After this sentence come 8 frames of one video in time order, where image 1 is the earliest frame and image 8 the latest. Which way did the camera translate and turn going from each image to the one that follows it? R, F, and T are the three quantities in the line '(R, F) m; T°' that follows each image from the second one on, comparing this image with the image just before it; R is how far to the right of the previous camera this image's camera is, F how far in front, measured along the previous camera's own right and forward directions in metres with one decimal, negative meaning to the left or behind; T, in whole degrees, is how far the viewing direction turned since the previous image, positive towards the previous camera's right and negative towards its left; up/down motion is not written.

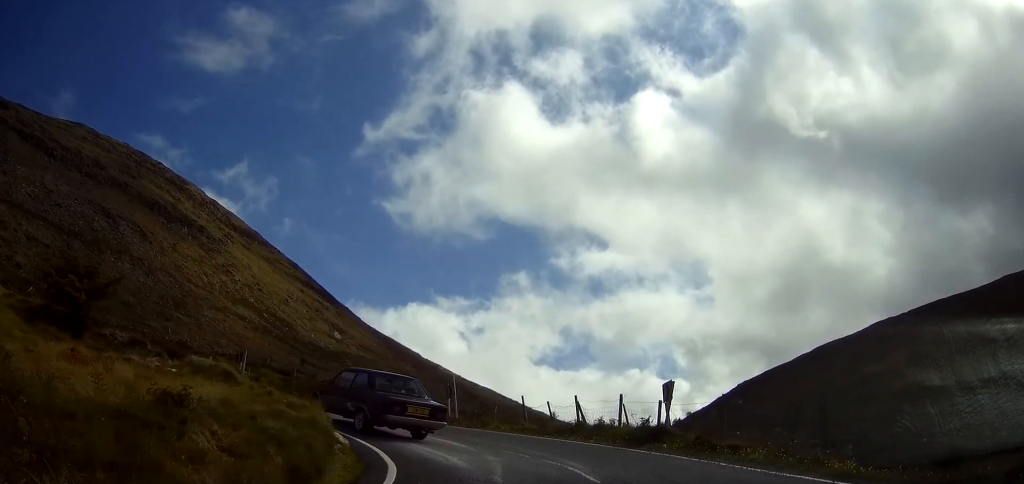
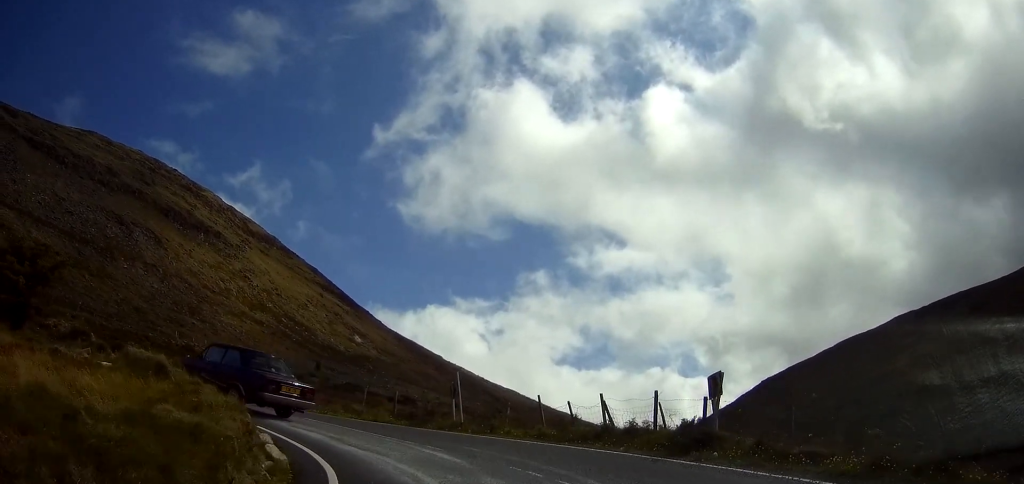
(-0.1, +3.9) m; -6°
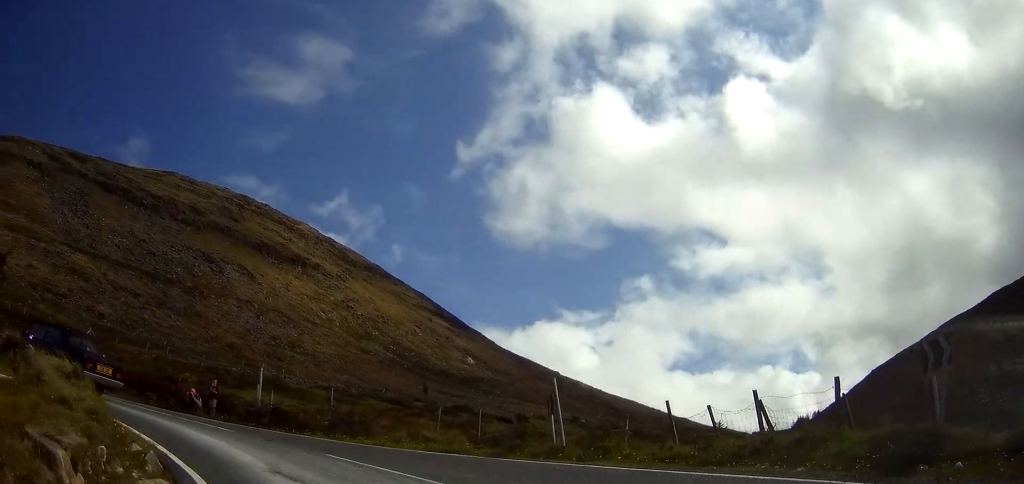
(-0.7, +4.3) m; -18°
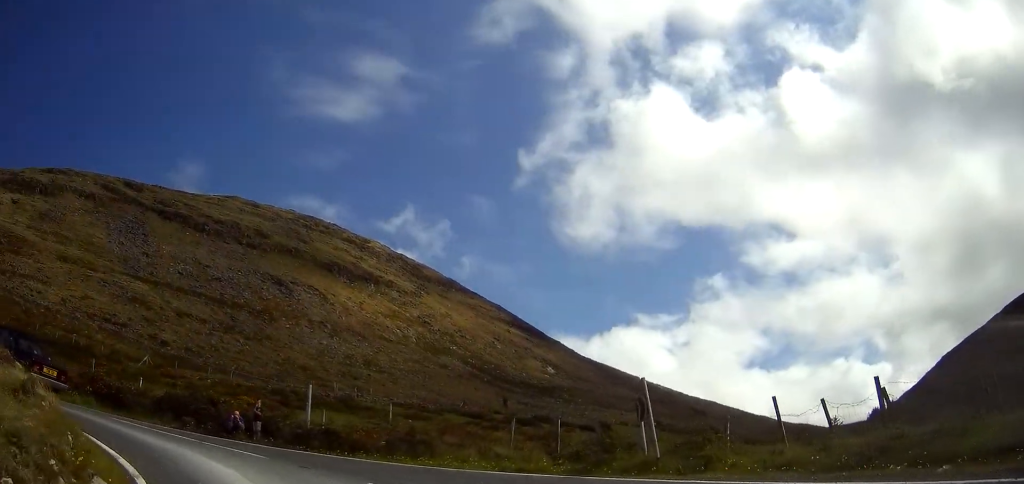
(-0.1, +1.2) m; -8°
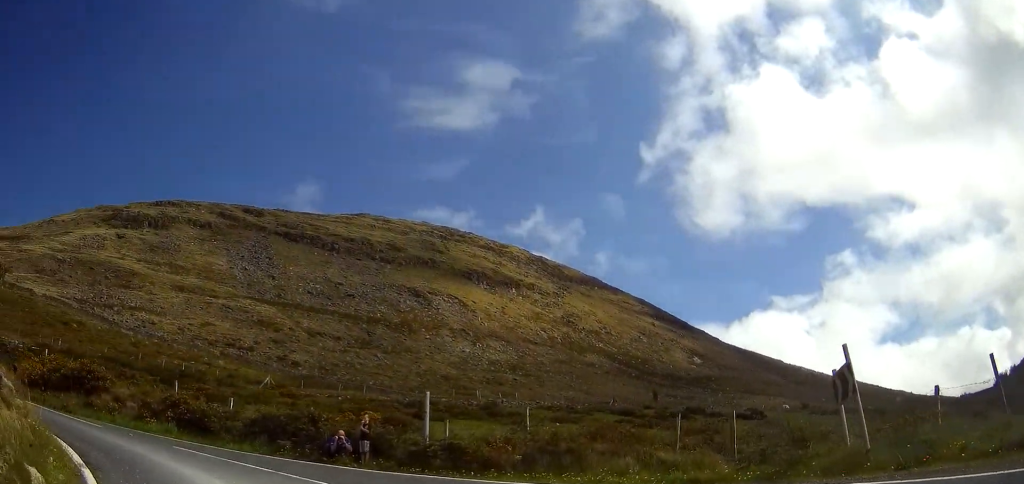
(-0.1, +2.3) m; -10°
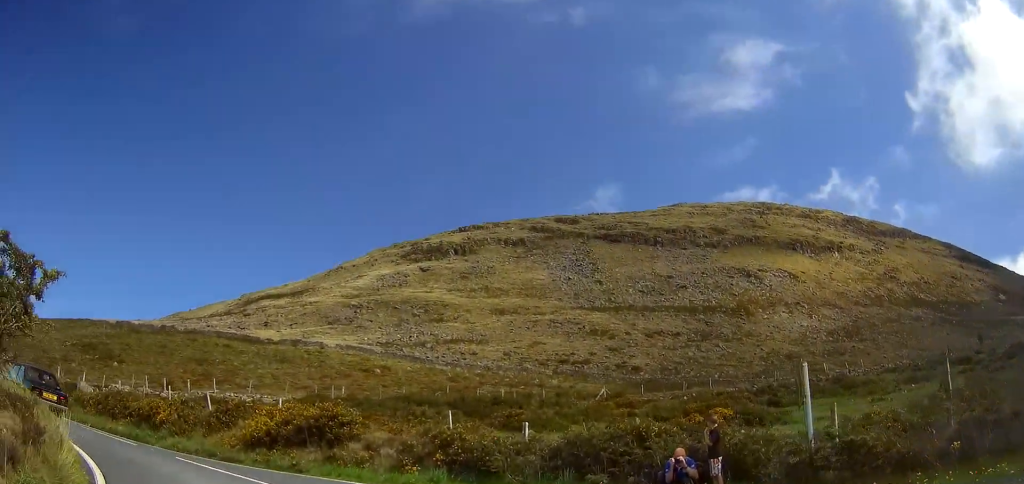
(-0.6, +6.1) m; -35°
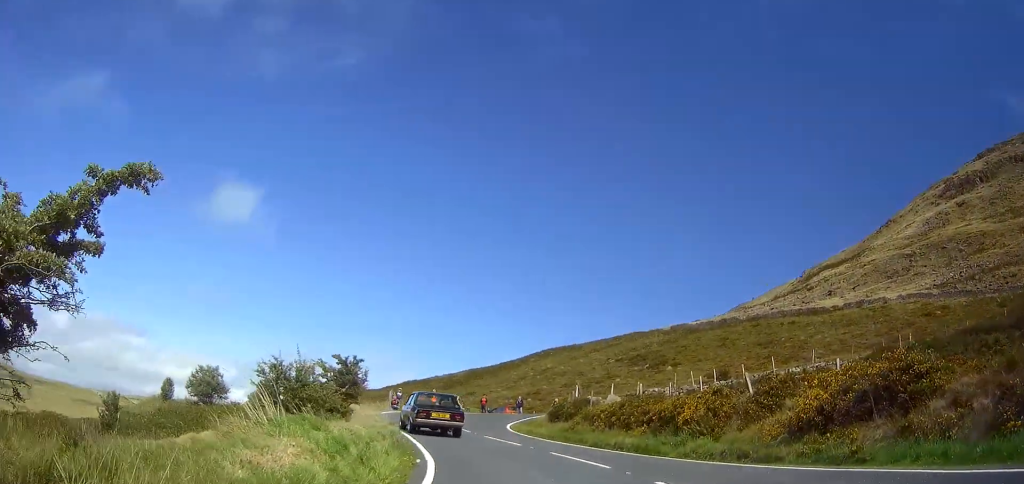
(-2.5, +5.3) m; -34°
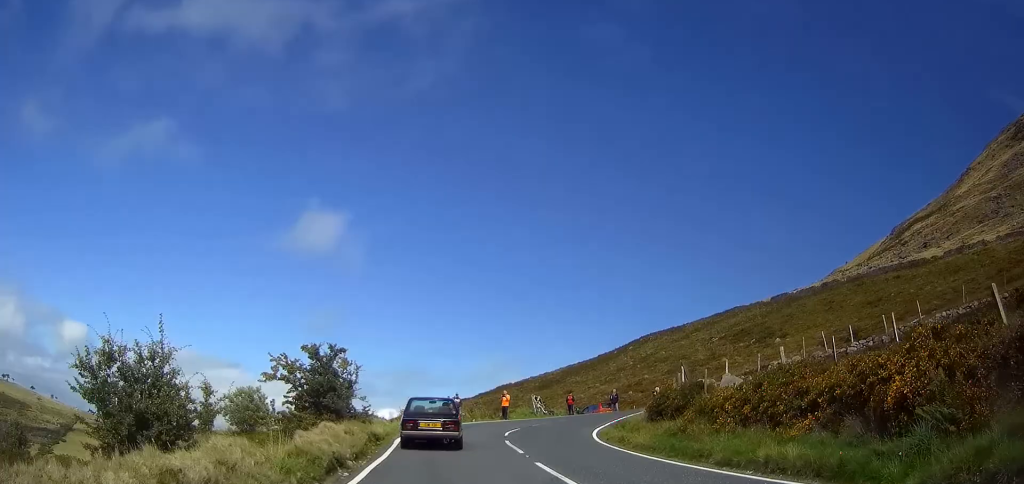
(-1.1, +10.1) m; -7°
